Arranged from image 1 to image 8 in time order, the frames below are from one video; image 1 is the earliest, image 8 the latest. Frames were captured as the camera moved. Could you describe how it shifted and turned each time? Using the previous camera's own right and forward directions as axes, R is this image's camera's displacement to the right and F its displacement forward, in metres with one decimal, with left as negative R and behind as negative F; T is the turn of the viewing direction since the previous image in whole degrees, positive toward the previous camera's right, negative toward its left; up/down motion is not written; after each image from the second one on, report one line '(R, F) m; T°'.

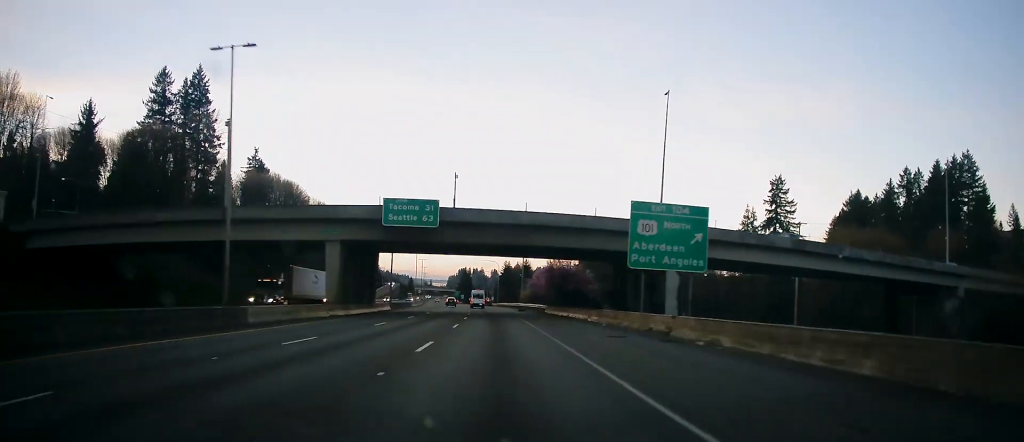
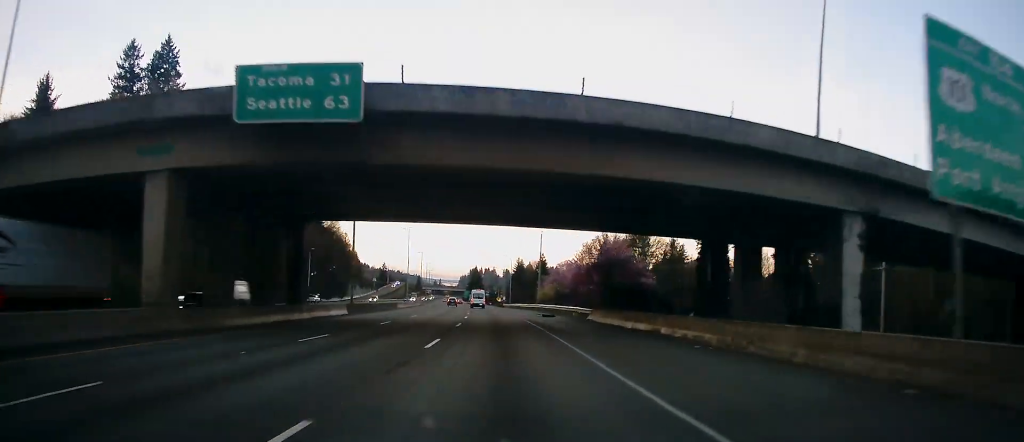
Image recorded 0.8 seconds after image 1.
(-0.1, +23.7) m; 0°
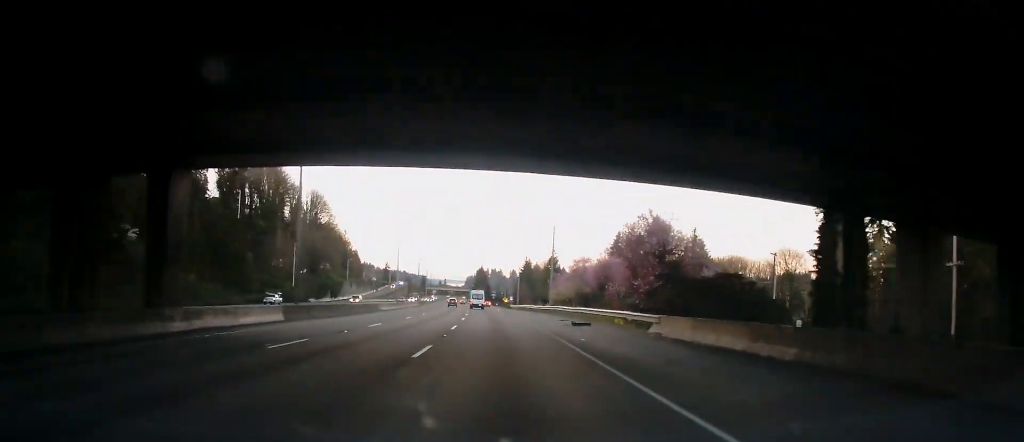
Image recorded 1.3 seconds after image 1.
(0.0, +14.8) m; 0°
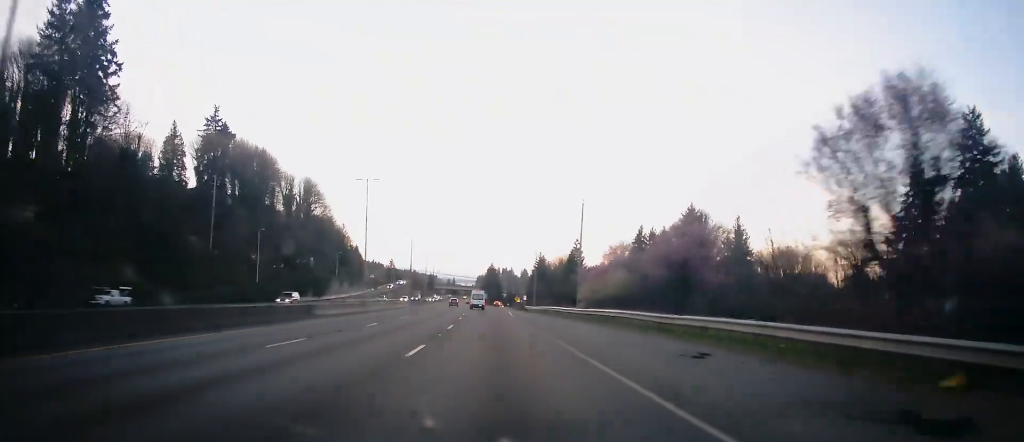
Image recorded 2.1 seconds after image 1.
(-0.2, +24.4) m; -1°
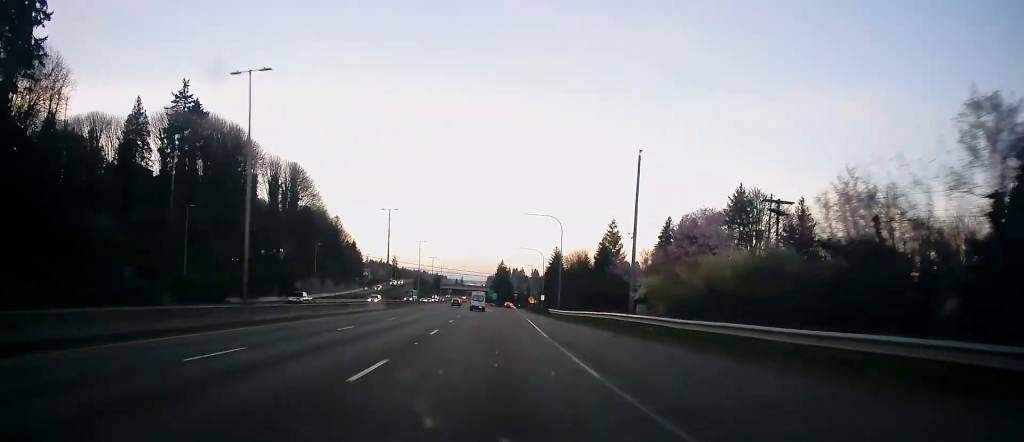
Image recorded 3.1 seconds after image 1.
(-0.4, +28.4) m; -1°
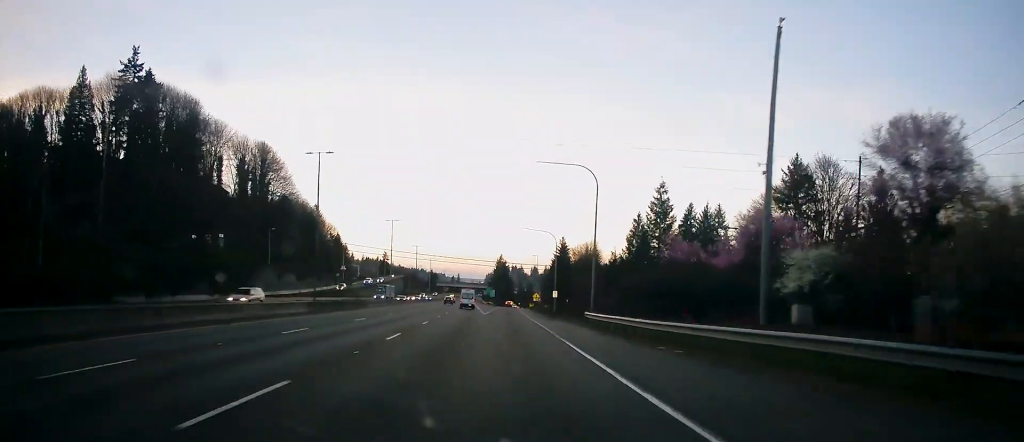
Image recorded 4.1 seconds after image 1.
(-0.4, +28.6) m; -1°
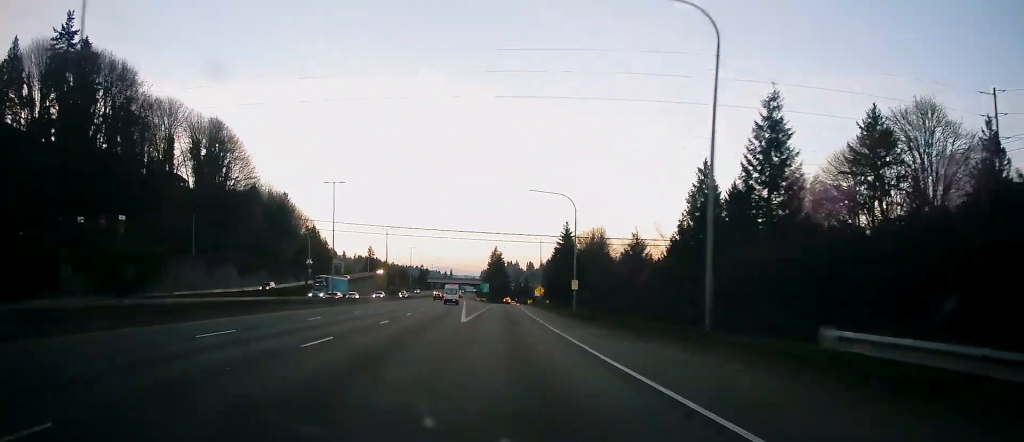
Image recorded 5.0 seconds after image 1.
(-0.3, +28.6) m; 0°
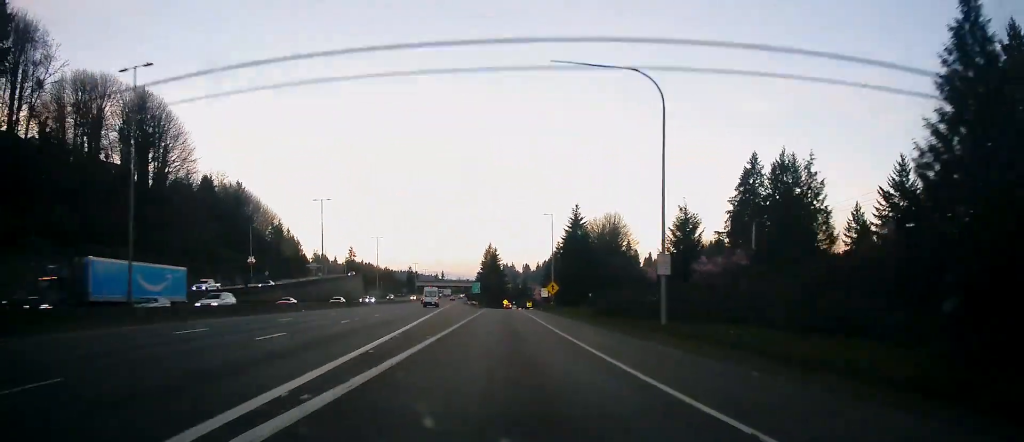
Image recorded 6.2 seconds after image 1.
(+0.2, +34.7) m; +1°
